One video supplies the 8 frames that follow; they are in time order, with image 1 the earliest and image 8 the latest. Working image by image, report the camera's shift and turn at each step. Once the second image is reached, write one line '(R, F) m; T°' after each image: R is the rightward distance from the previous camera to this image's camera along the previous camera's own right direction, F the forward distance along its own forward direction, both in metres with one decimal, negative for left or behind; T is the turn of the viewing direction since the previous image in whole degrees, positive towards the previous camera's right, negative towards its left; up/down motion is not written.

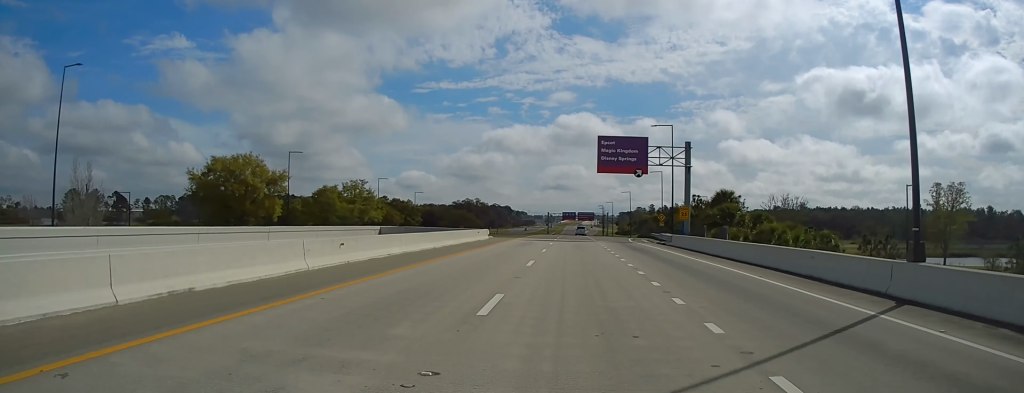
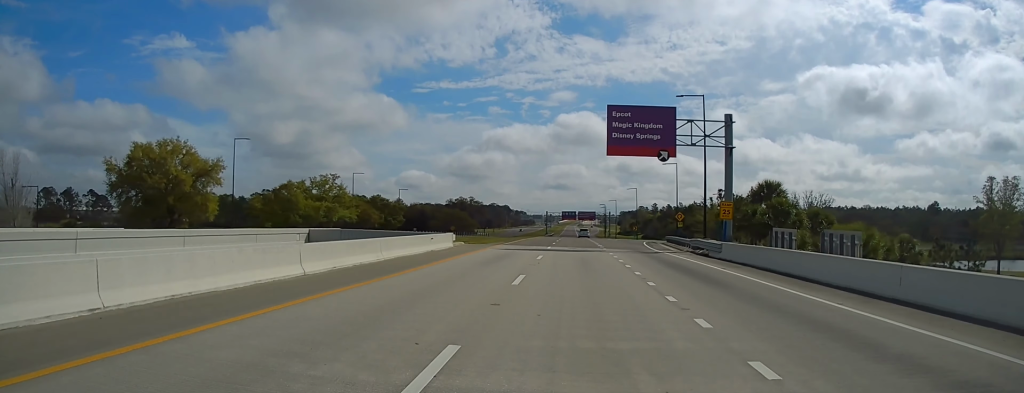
(+0.1, +17.1) m; 0°
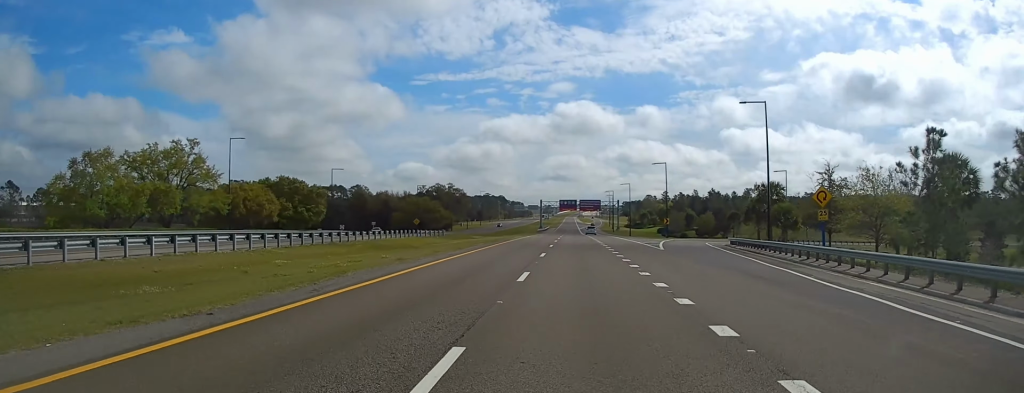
(+0.2, +48.0) m; 0°
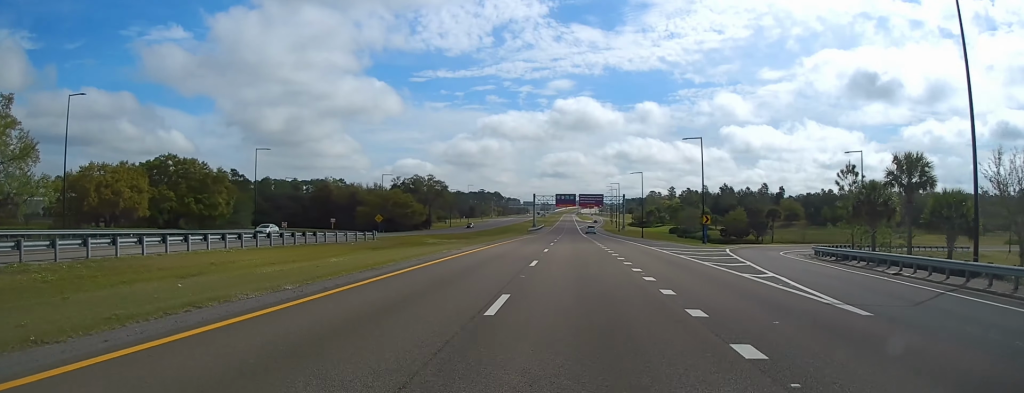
(0.0, +30.2) m; 0°
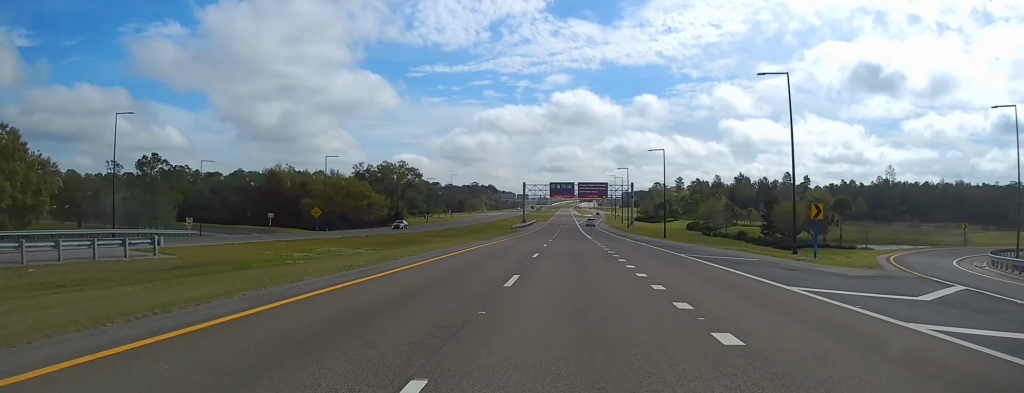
(0.0, +31.8) m; 0°
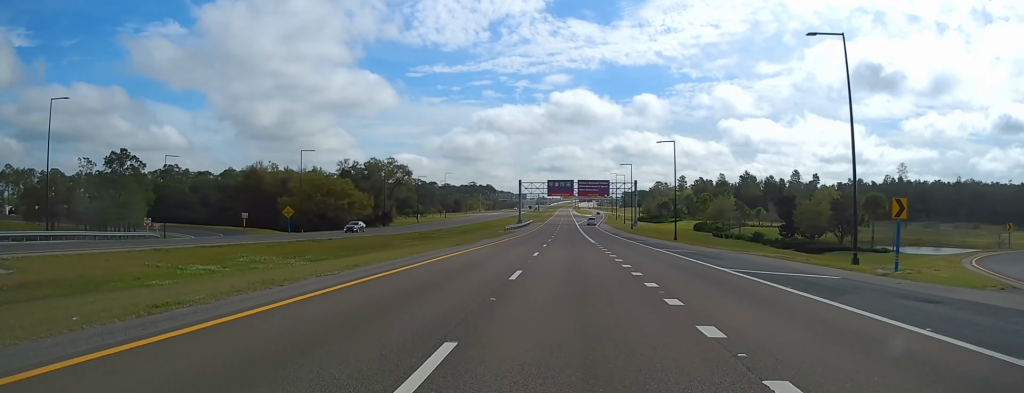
(0.0, +10.1) m; 0°
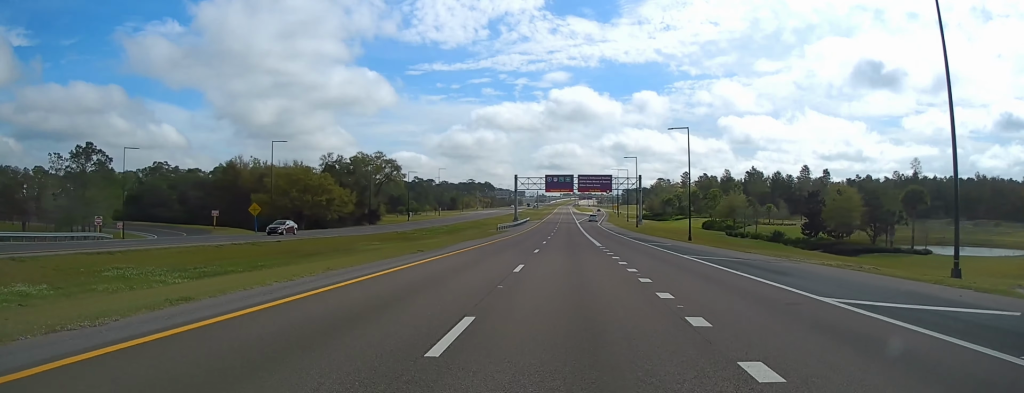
(0.0, +10.1) m; 0°
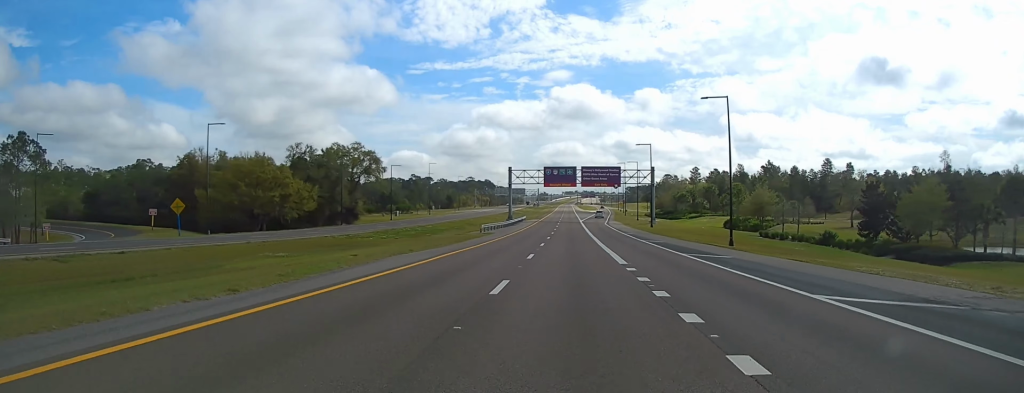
(0.0, +17.8) m; 0°
